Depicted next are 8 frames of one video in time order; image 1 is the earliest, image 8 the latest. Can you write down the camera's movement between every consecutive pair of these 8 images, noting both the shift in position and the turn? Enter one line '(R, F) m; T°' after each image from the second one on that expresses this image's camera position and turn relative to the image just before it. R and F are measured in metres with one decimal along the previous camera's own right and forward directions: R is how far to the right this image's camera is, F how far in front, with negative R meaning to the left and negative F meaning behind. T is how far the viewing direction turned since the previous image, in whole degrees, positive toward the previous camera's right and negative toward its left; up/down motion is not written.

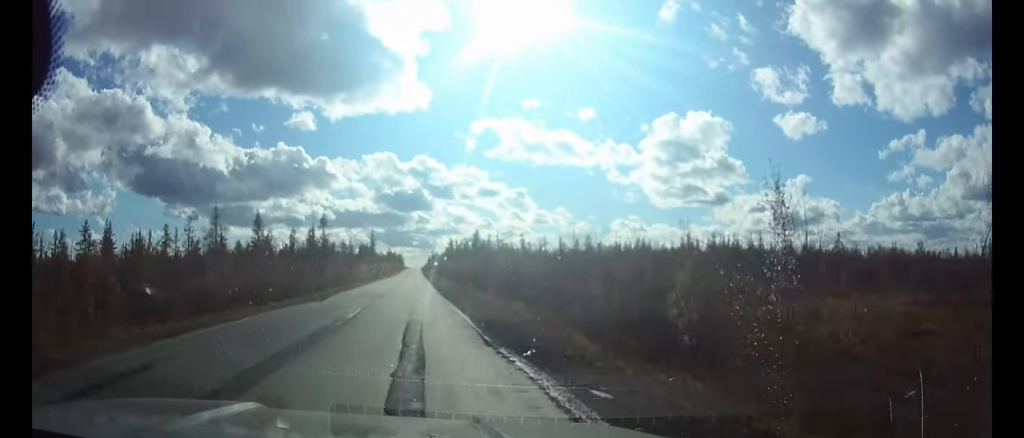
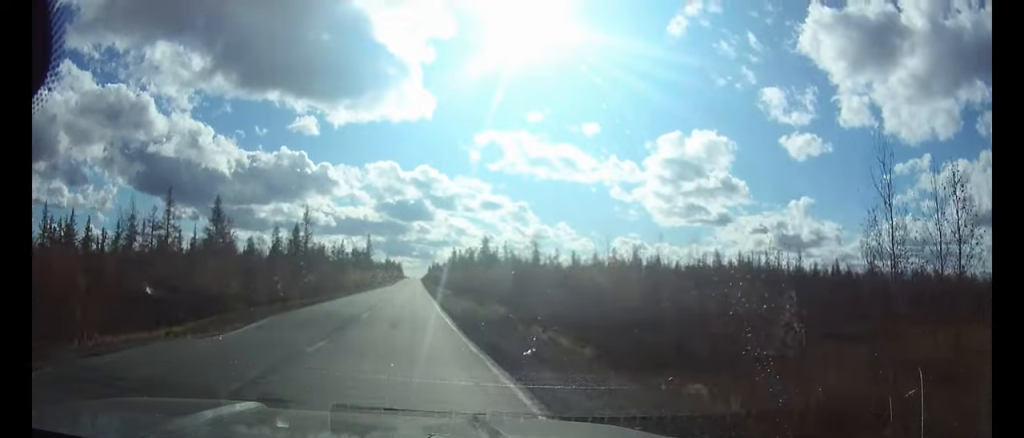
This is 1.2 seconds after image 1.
(-0.1, +19.3) m; 0°
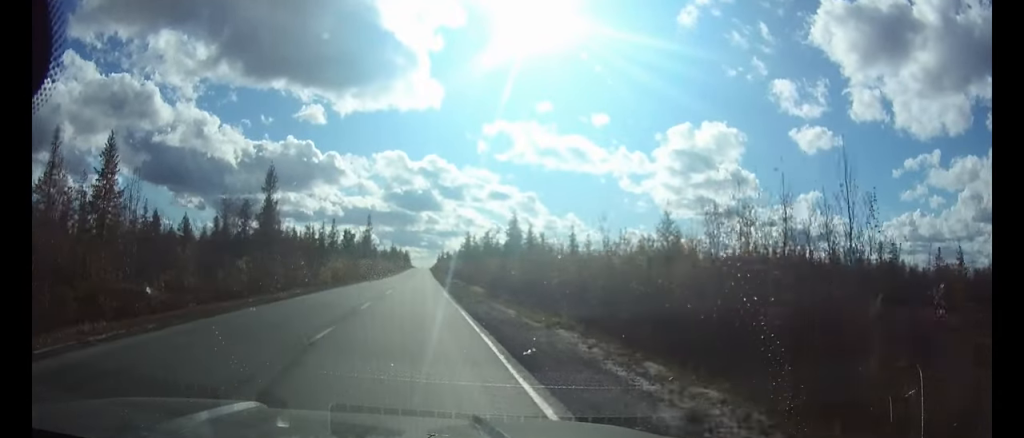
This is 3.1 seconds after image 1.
(-0.1, +29.7) m; 0°
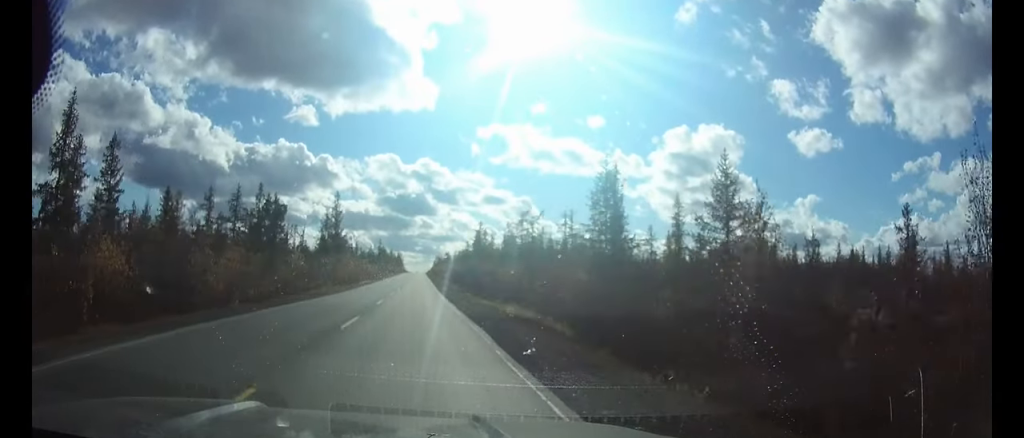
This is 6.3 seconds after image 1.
(+0.1, +56.3) m; 0°
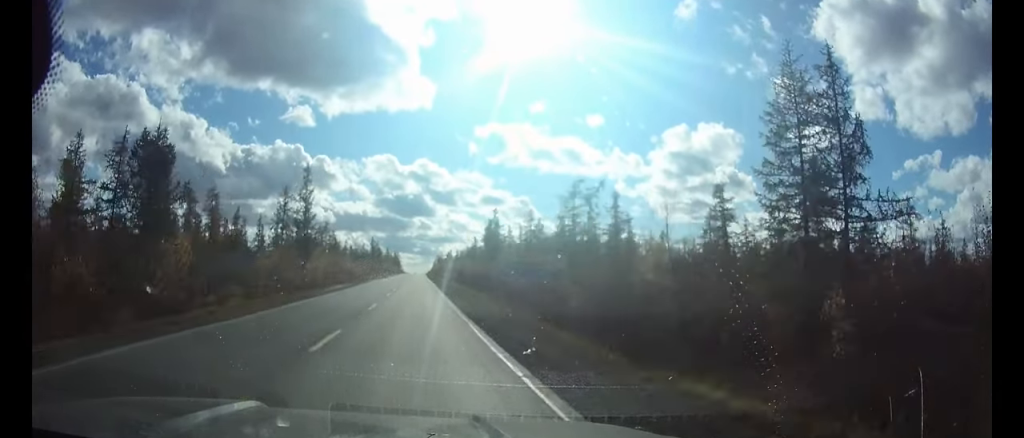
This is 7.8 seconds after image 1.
(0.0, +28.8) m; 0°
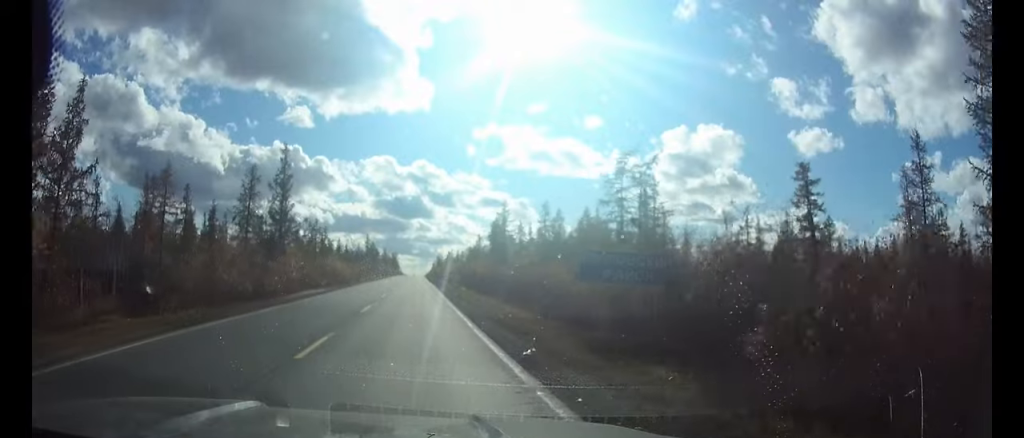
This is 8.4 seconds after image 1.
(0.0, +13.3) m; 0°
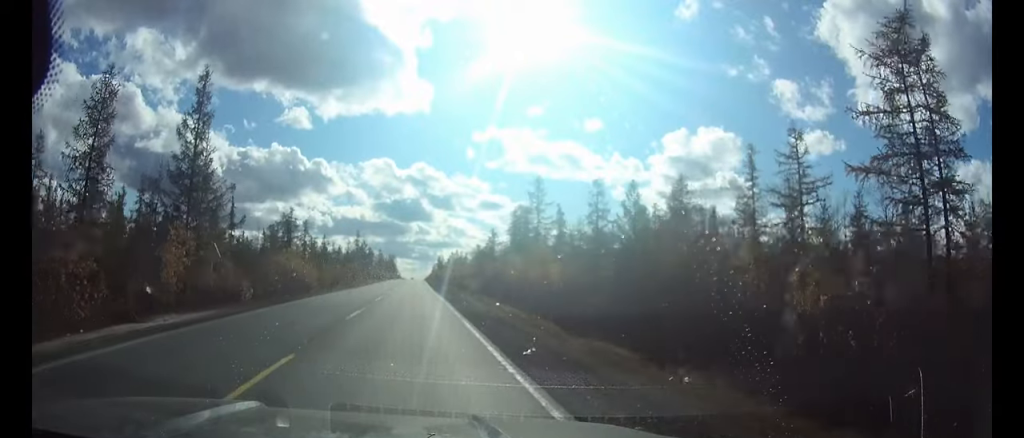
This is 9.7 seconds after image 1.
(0.0, +27.8) m; 0°
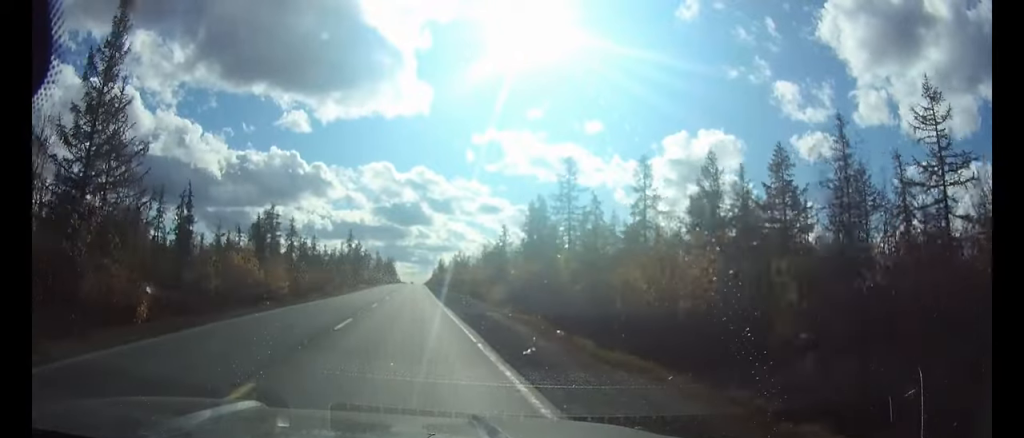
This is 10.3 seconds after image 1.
(0.0, +14.9) m; 0°
